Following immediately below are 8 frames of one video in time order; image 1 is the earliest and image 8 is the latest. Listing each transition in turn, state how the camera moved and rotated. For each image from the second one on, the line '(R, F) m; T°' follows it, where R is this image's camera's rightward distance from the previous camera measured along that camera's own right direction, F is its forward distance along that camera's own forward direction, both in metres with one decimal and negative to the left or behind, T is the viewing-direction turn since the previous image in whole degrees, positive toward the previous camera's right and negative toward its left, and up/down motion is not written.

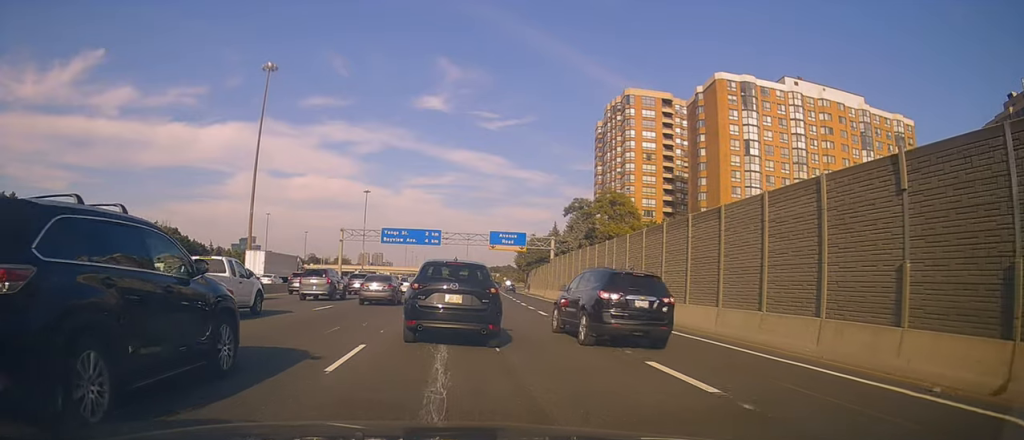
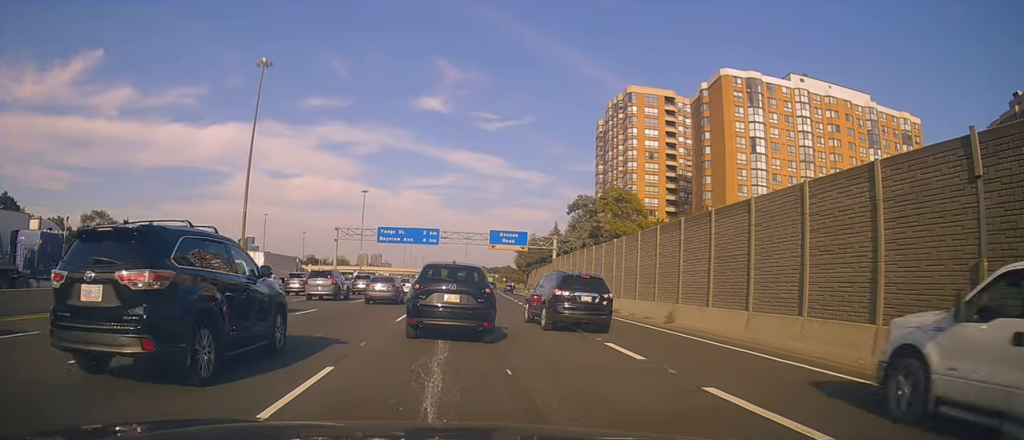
(+0.2, +2.7) m; 0°
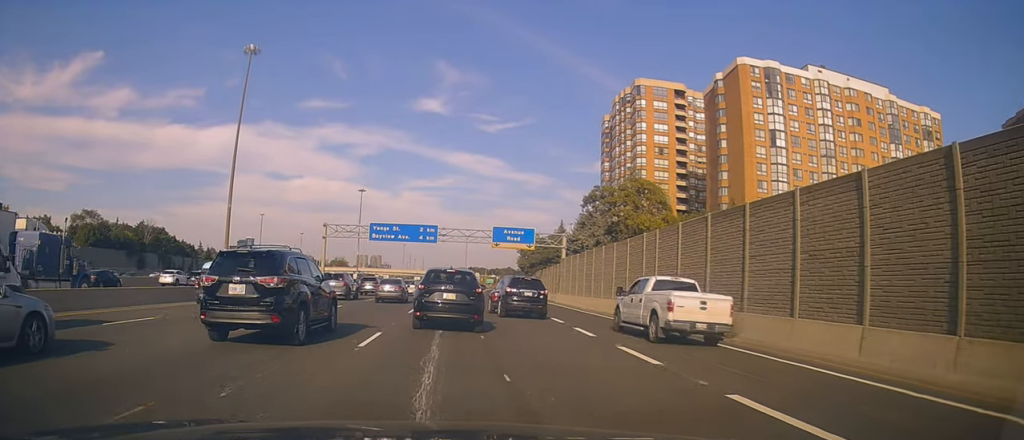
(-0.2, +6.2) m; 0°
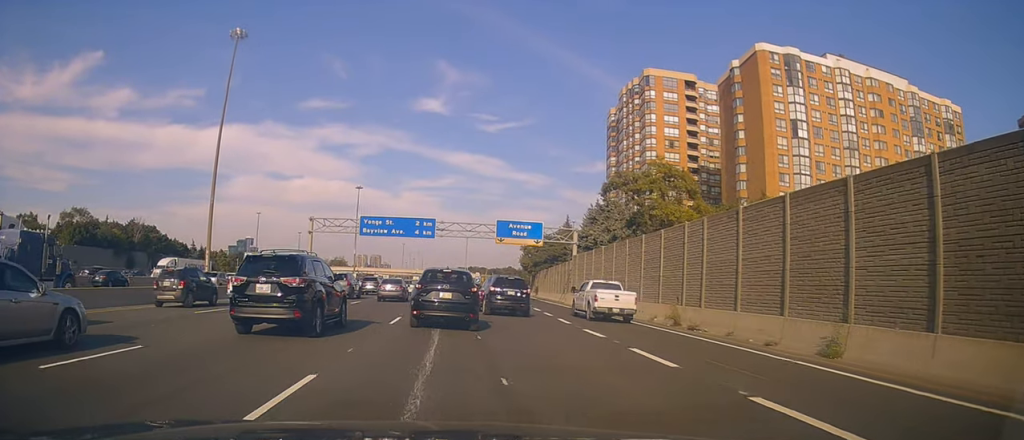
(+0.2, +5.2) m; +2°
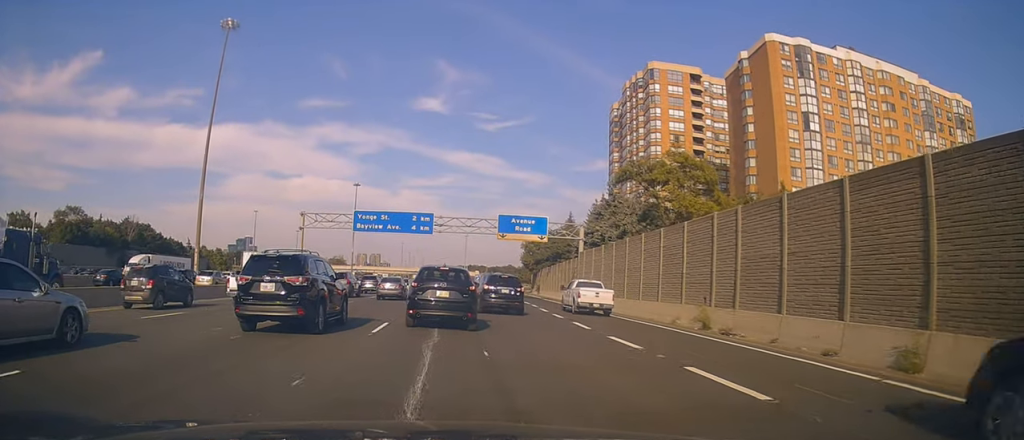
(-0.2, +2.8) m; +2°
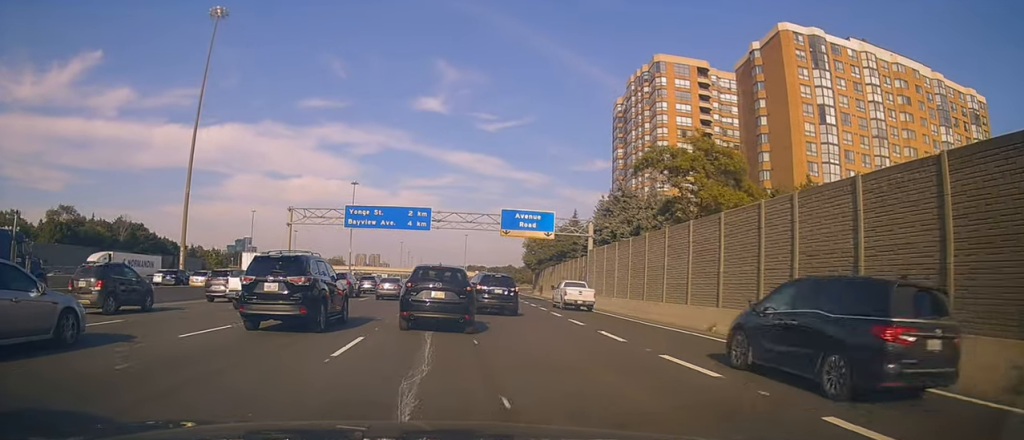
(+0.2, +3.7) m; +1°
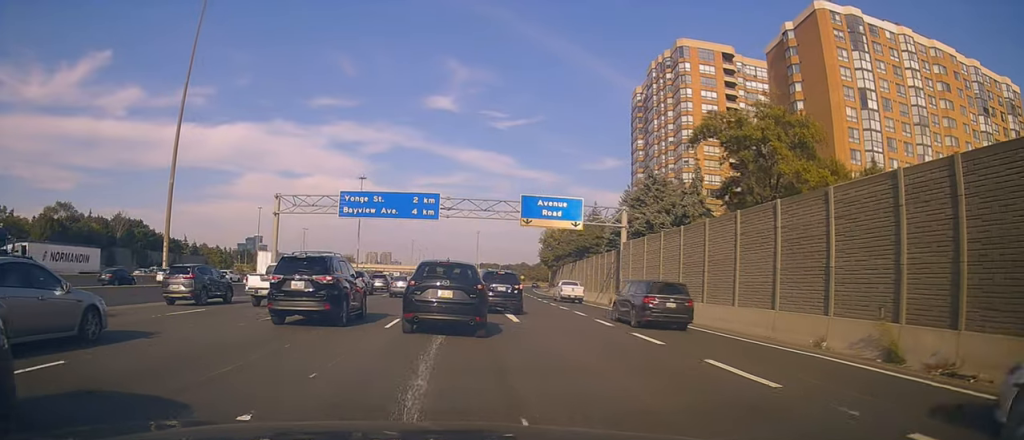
(0.0, +7.1) m; -3°
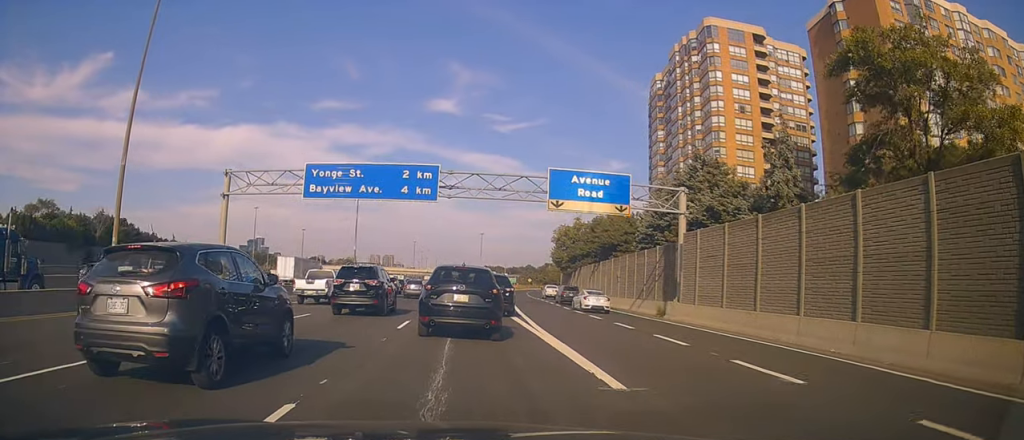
(-0.3, +13.6) m; -1°
